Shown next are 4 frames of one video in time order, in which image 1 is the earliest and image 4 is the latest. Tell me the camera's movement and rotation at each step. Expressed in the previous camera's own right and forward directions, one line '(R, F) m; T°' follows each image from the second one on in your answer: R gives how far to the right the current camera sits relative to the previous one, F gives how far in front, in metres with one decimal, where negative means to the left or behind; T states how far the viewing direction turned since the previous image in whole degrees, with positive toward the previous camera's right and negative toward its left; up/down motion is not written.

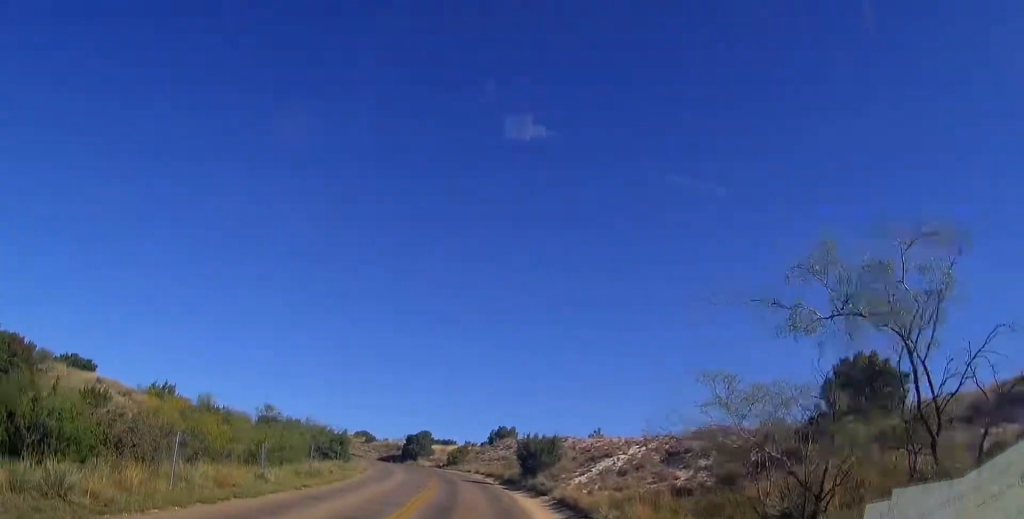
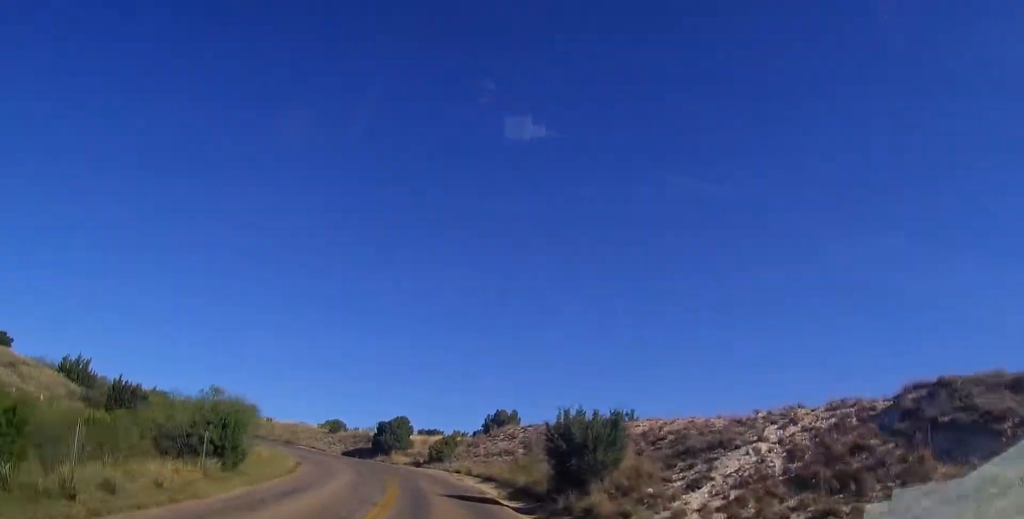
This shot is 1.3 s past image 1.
(-0.5, +15.1) m; 0°
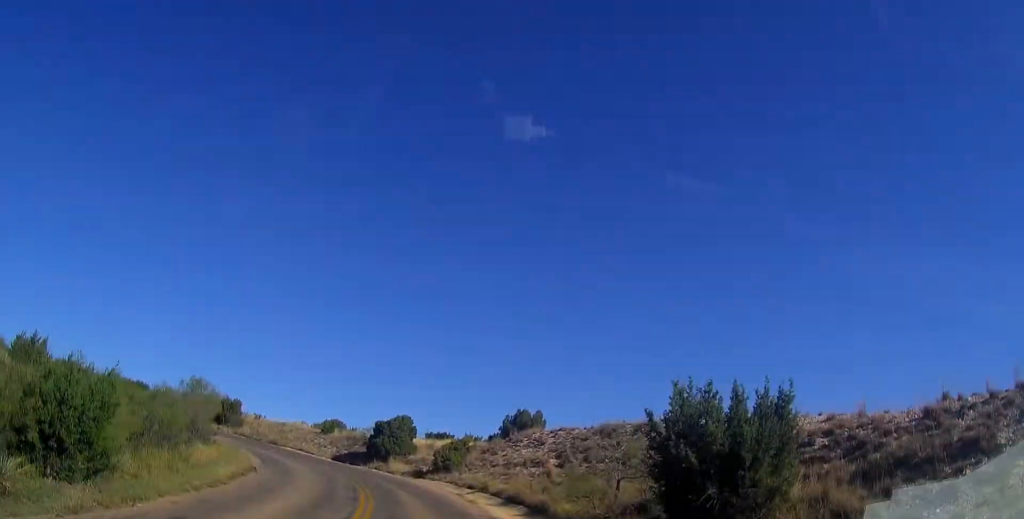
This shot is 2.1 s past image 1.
(+0.6, +8.8) m; 0°
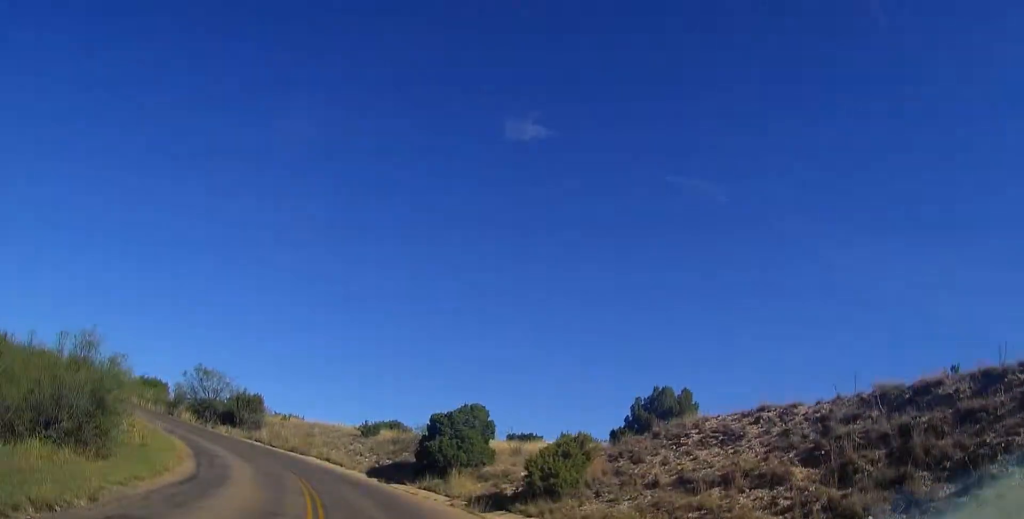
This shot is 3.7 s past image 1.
(-1.1, +16.3) m; -9°
